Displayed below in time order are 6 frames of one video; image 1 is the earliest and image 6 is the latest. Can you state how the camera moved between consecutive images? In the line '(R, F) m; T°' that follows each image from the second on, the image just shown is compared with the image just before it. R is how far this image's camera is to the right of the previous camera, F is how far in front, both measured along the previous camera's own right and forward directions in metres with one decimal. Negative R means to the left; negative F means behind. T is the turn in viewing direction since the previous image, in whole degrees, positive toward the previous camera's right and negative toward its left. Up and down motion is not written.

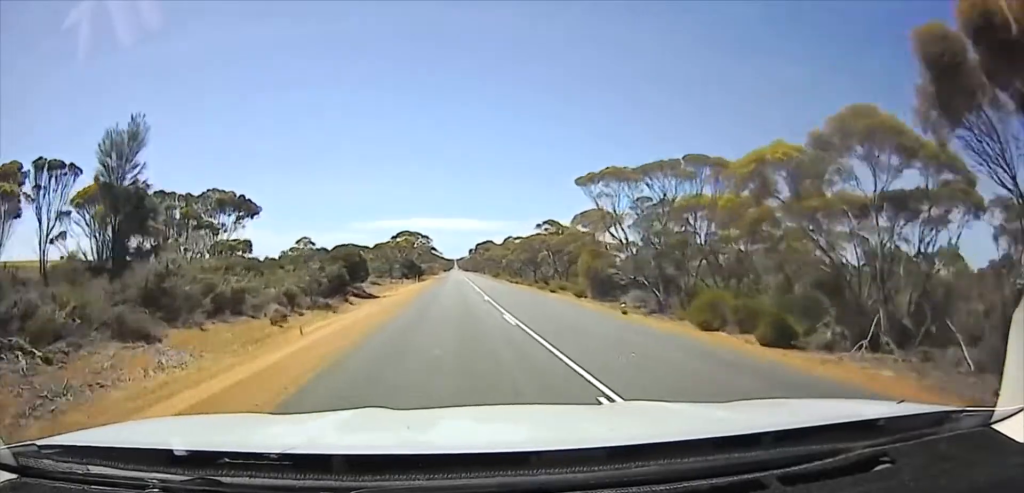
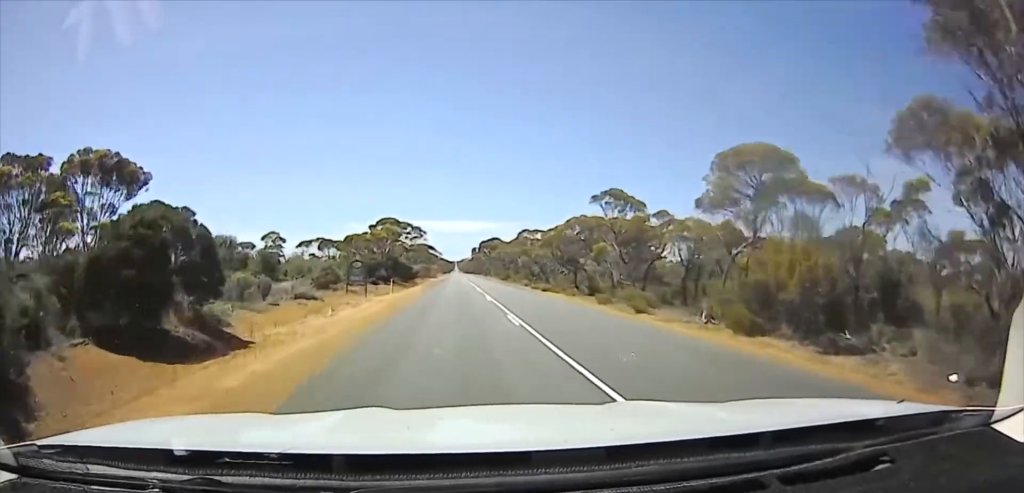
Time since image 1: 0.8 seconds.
(0.0, +29.1) m; 0°
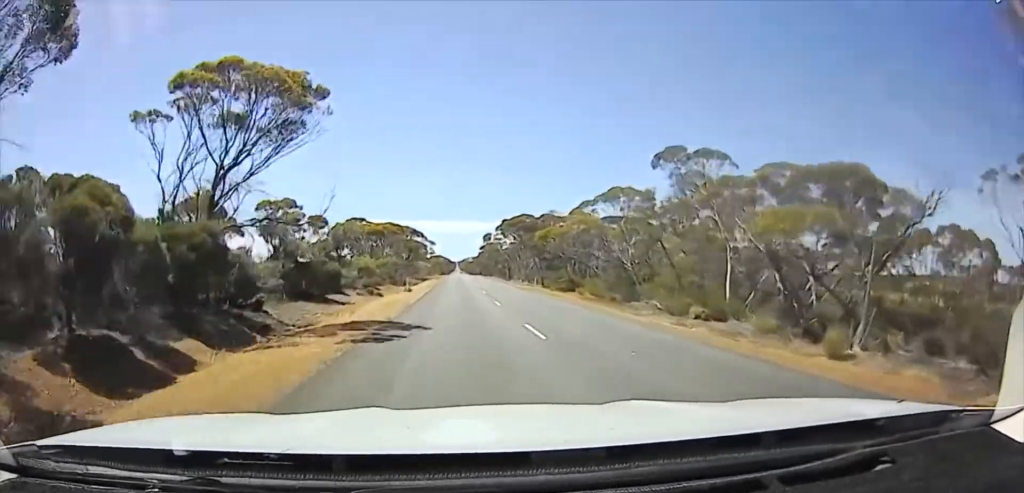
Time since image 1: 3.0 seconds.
(0.0, +75.7) m; 0°
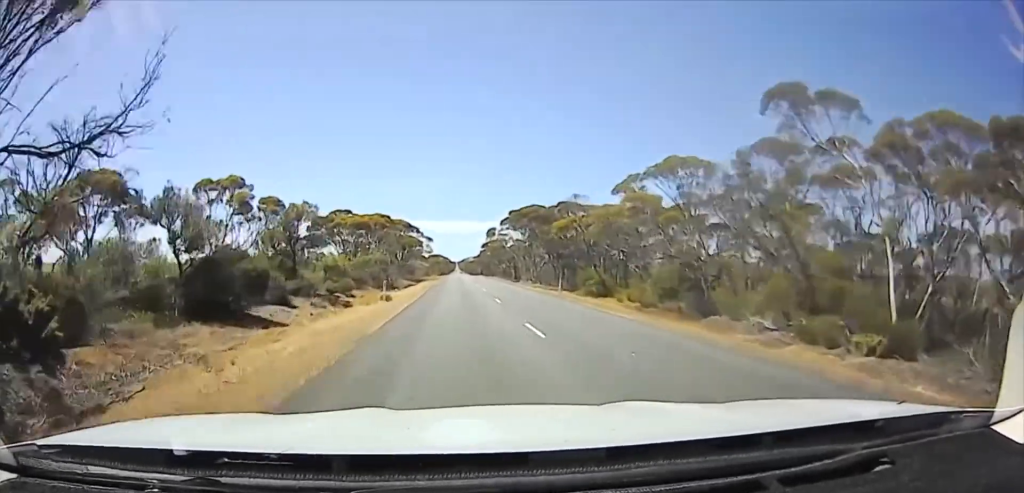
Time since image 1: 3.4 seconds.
(0.0, +13.5) m; 0°
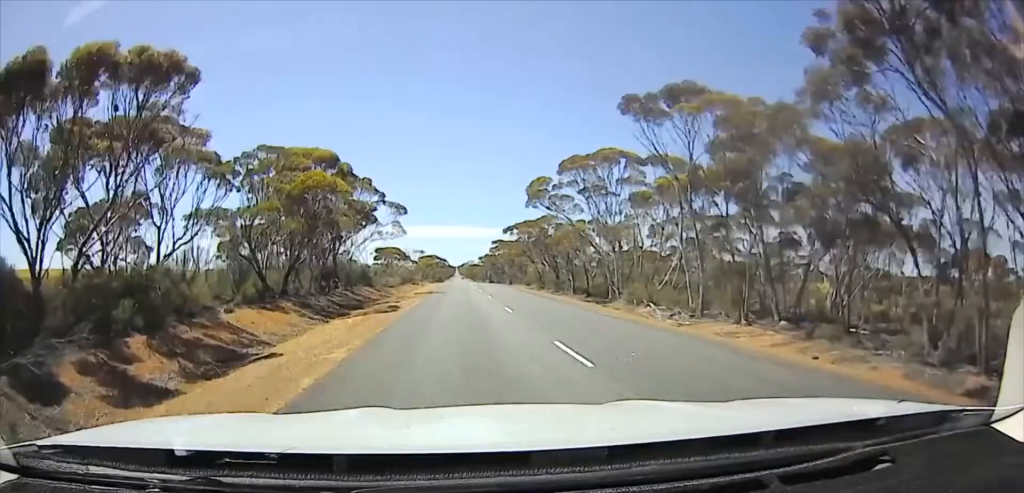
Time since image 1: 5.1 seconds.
(0.0, +56.3) m; 0°
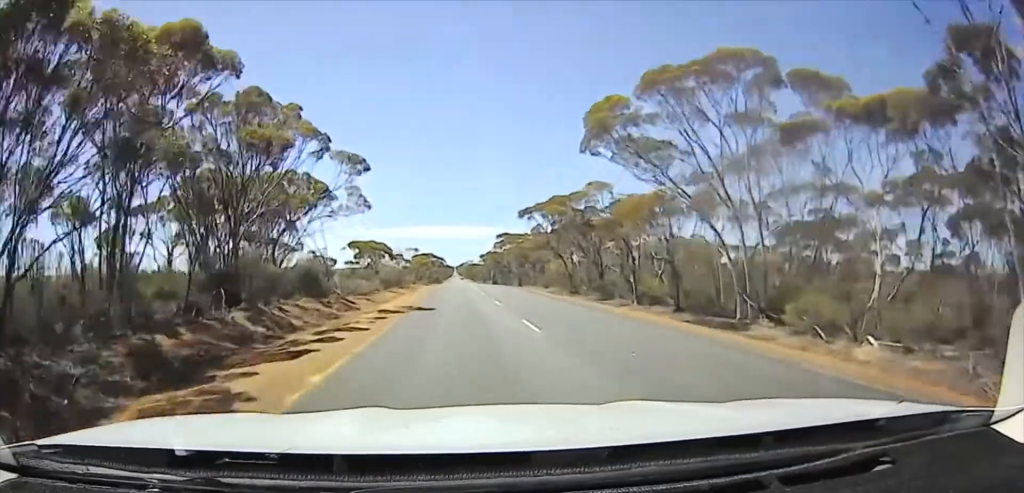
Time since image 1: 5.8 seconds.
(0.0, +19.2) m; 0°
